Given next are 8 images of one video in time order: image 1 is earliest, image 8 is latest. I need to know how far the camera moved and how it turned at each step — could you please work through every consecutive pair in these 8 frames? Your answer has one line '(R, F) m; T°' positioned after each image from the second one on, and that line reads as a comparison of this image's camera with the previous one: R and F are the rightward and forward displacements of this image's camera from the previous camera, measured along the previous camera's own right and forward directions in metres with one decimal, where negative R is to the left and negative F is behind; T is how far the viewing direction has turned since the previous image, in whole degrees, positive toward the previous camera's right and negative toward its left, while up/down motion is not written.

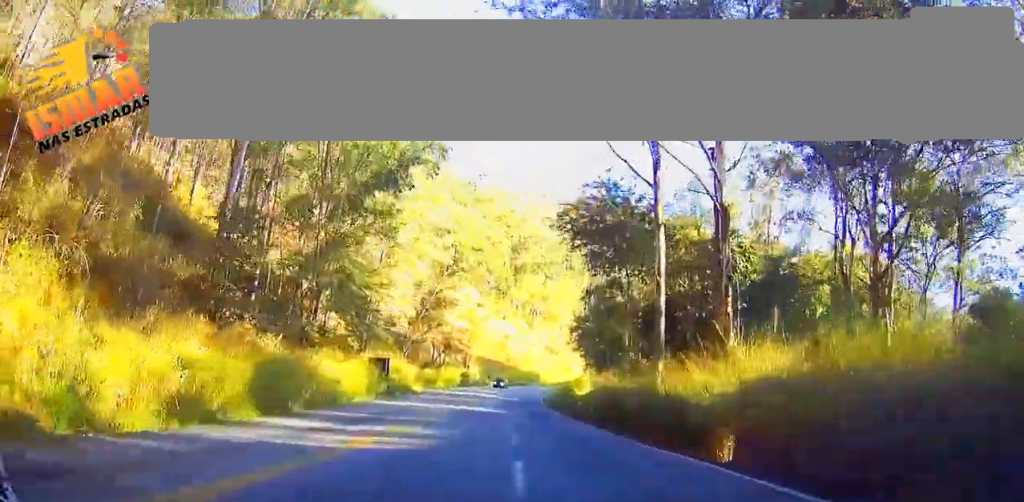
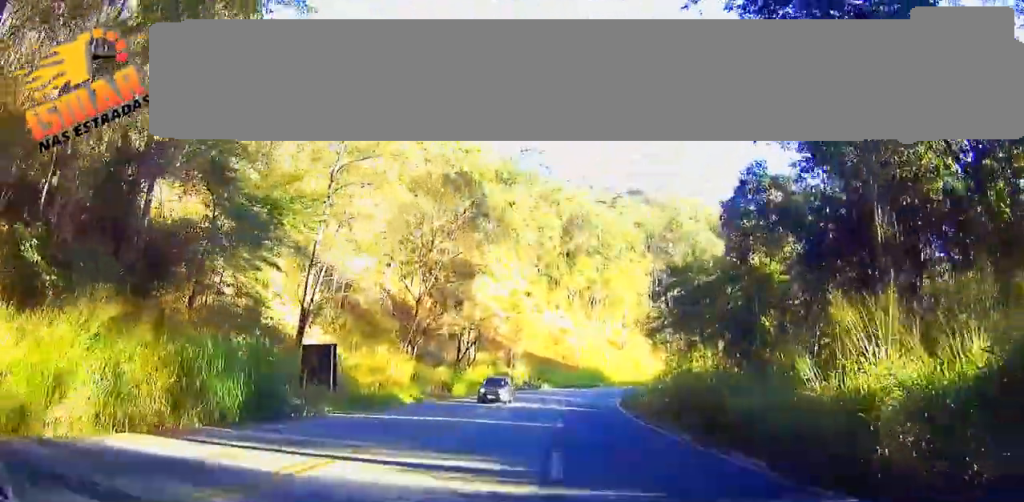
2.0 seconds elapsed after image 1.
(-2.3, +28.7) m; -8°
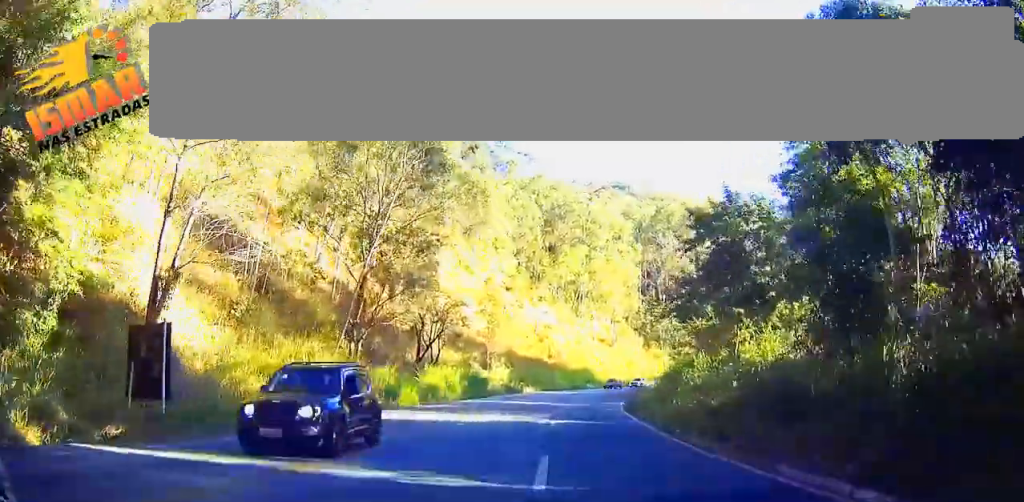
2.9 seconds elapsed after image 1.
(-0.2, +13.7) m; 0°
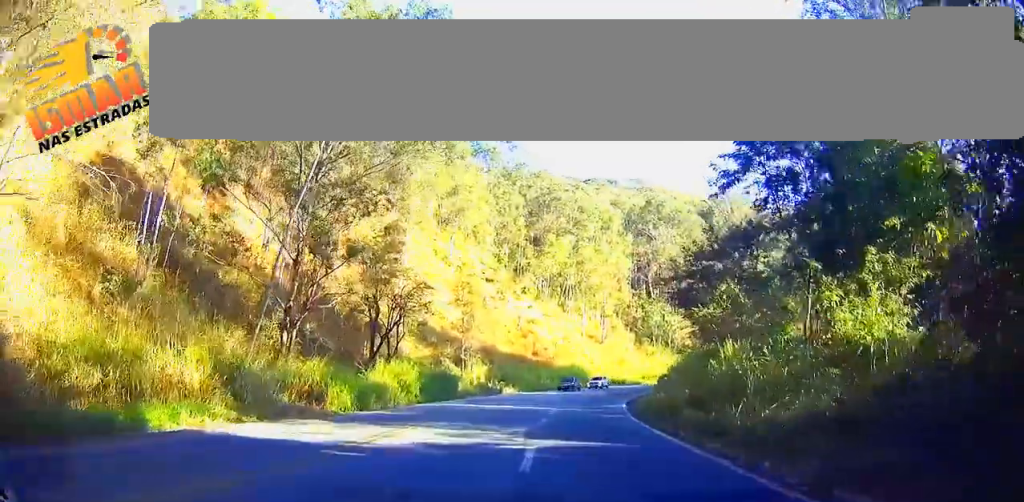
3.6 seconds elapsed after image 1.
(0.0, +10.2) m; +1°
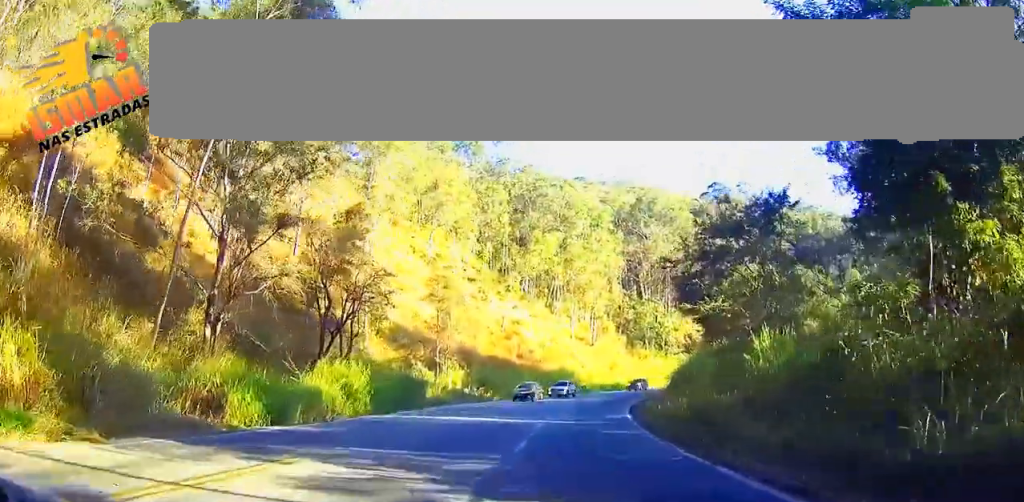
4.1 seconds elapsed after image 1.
(+0.1, +7.9) m; +1°
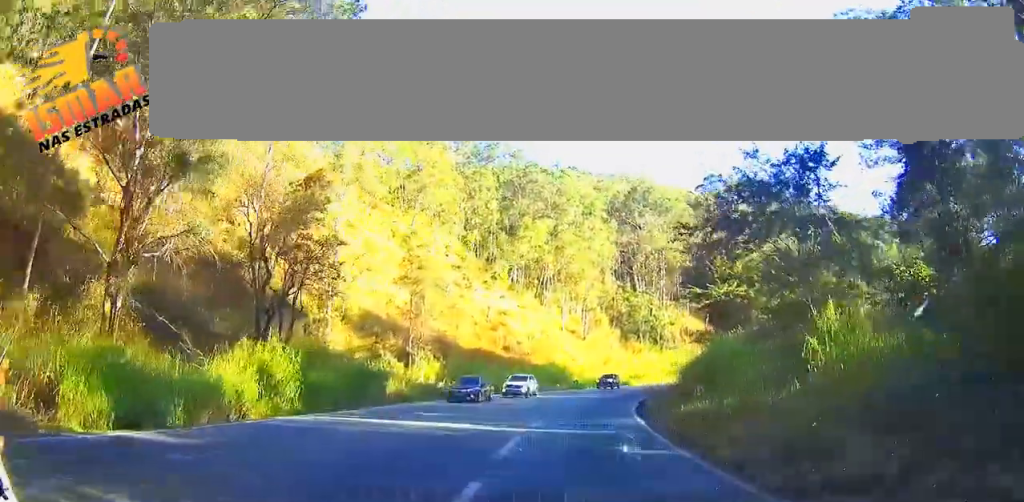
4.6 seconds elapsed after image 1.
(0.0, +7.6) m; 0°
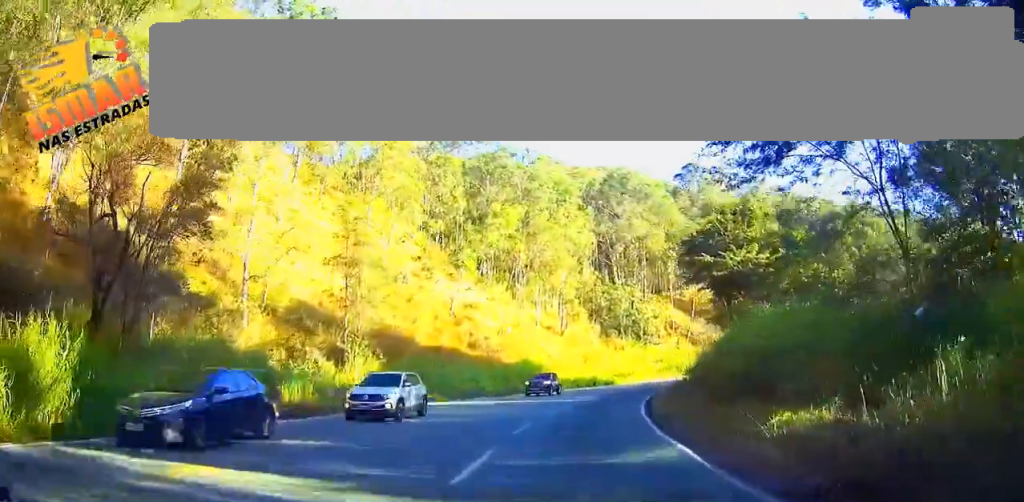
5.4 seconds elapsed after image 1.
(0.0, +11.3) m; 0°
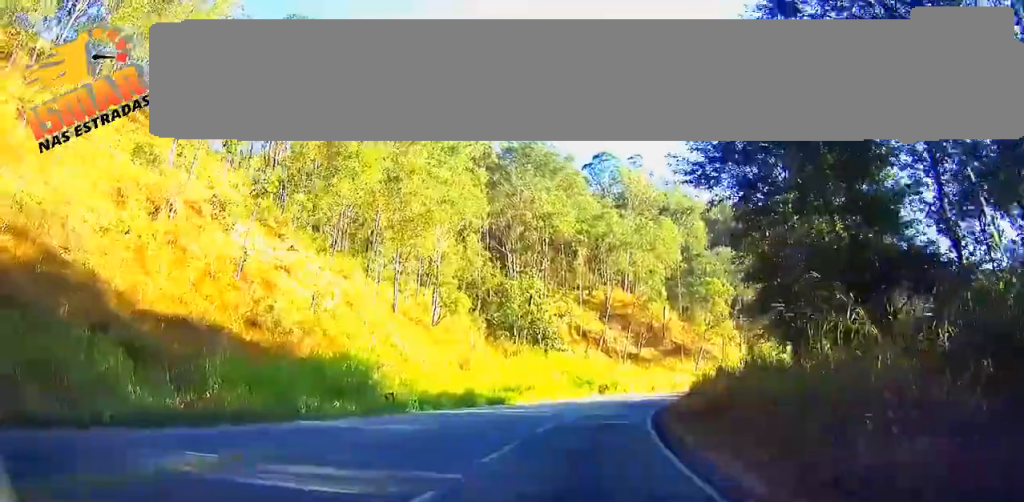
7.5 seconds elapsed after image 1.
(+1.9, +33.2) m; +9°
